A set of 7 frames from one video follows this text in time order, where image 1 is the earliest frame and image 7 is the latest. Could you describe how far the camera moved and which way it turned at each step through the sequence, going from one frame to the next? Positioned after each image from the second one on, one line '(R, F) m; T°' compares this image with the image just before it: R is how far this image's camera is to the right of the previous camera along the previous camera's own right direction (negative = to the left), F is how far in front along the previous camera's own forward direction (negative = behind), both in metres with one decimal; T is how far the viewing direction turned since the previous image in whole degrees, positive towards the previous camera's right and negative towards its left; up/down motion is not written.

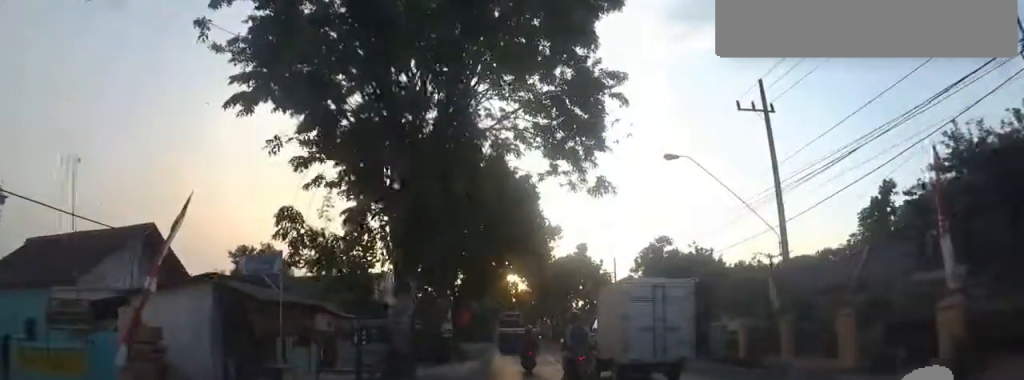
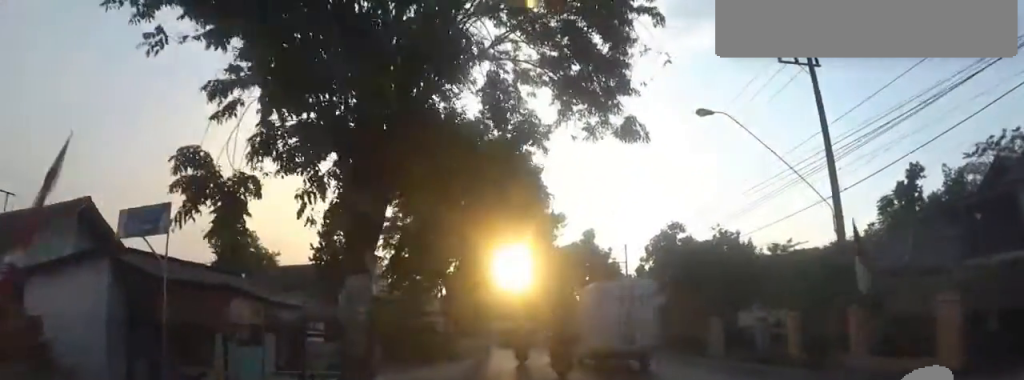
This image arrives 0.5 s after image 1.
(-0.7, +3.8) m; -1°
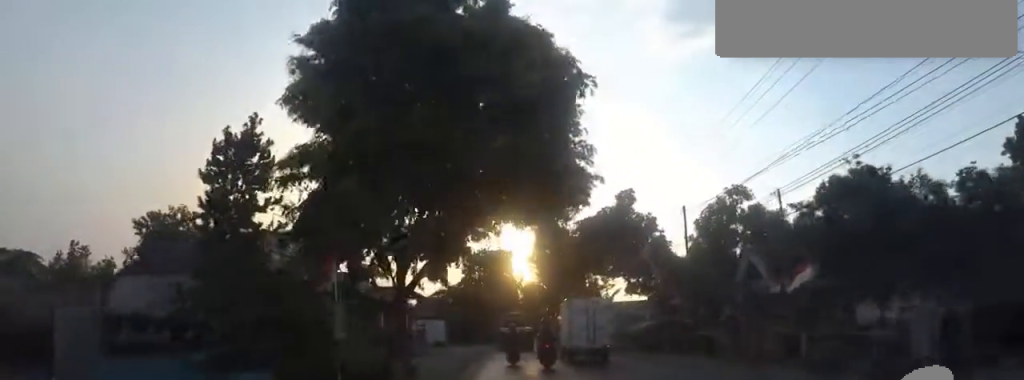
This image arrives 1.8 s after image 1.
(+0.8, +11.8) m; 0°
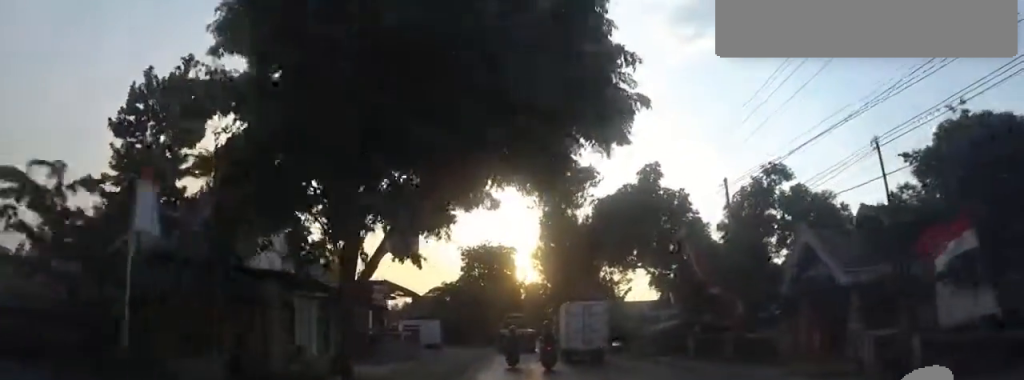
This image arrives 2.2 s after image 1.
(-0.6, +4.6) m; 0°
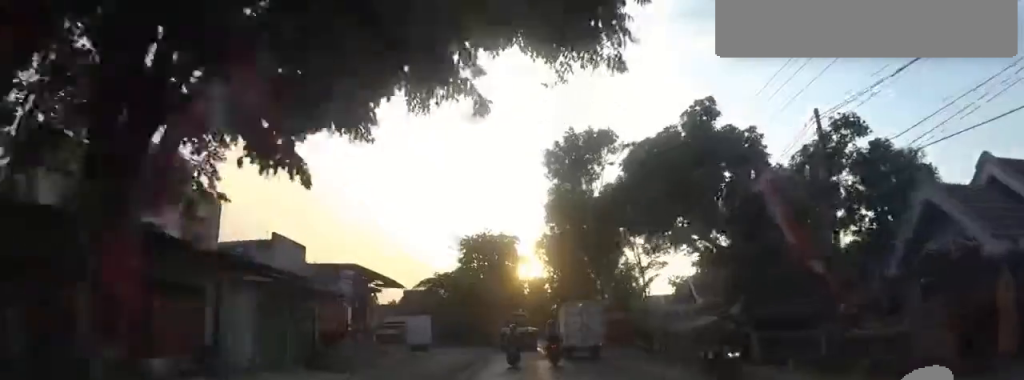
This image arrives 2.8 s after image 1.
(-0.3, +6.0) m; 0°
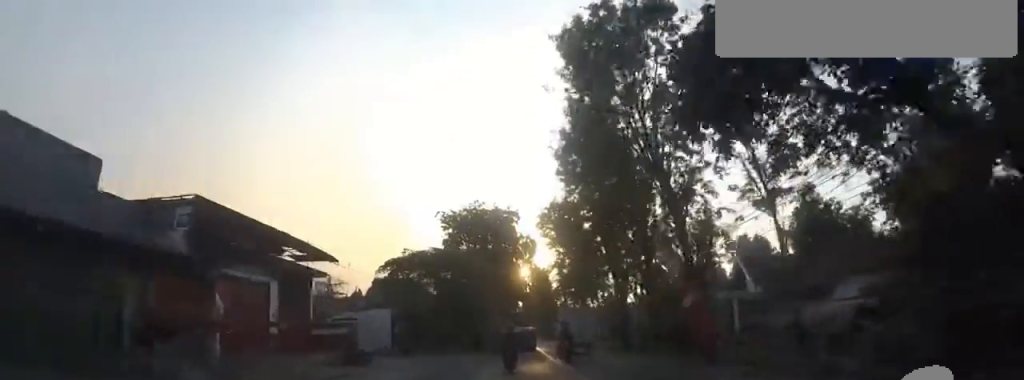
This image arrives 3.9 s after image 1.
(+0.7, +11.7) m; -1°
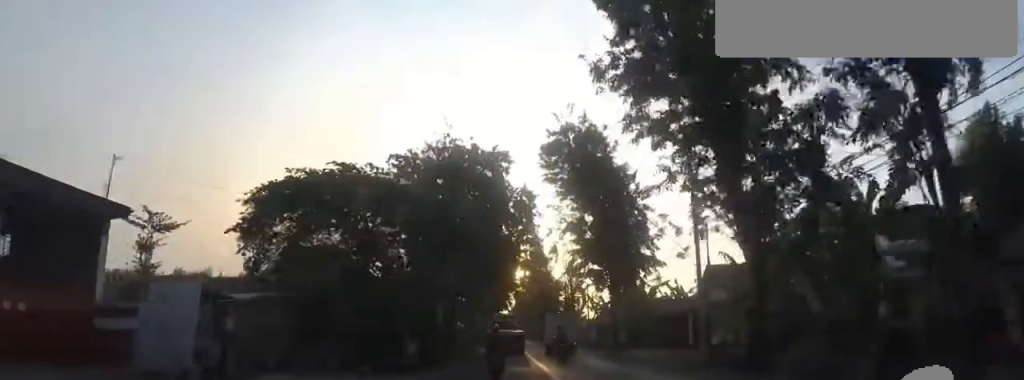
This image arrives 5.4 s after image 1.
(-0.5, +16.9) m; +2°
